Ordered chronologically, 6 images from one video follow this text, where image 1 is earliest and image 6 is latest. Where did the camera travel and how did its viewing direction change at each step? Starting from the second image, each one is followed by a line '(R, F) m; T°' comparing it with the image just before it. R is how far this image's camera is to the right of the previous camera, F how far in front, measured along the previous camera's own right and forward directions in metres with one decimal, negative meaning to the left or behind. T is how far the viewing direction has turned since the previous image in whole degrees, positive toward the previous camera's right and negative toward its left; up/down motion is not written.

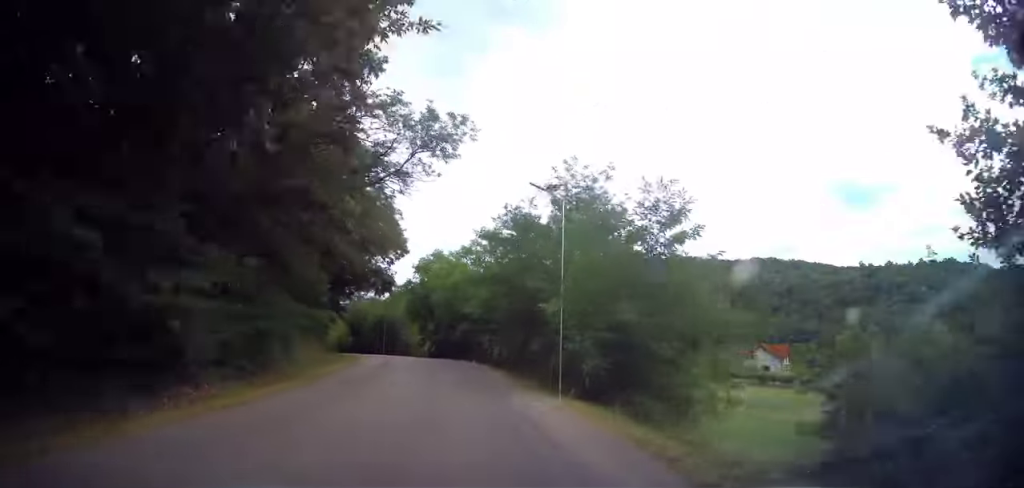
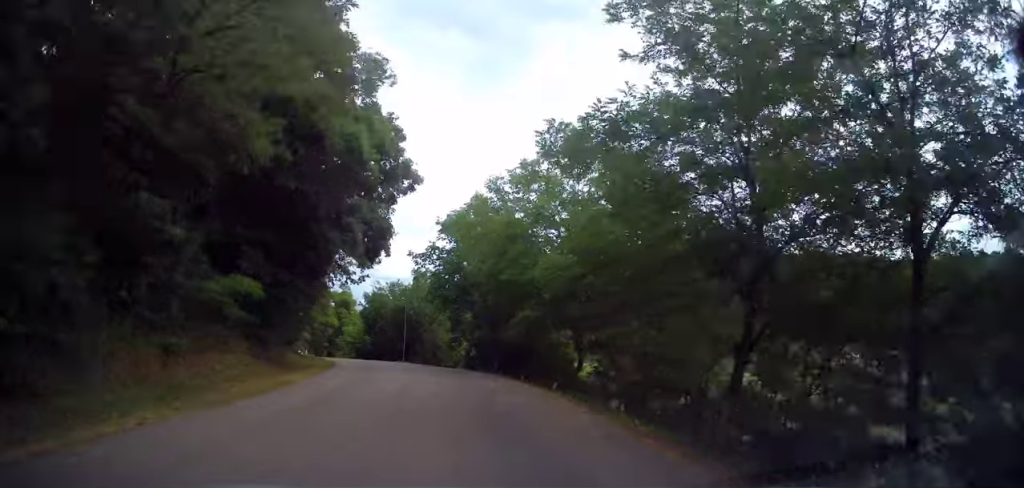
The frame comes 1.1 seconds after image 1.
(-0.6, +18.4) m; -4°
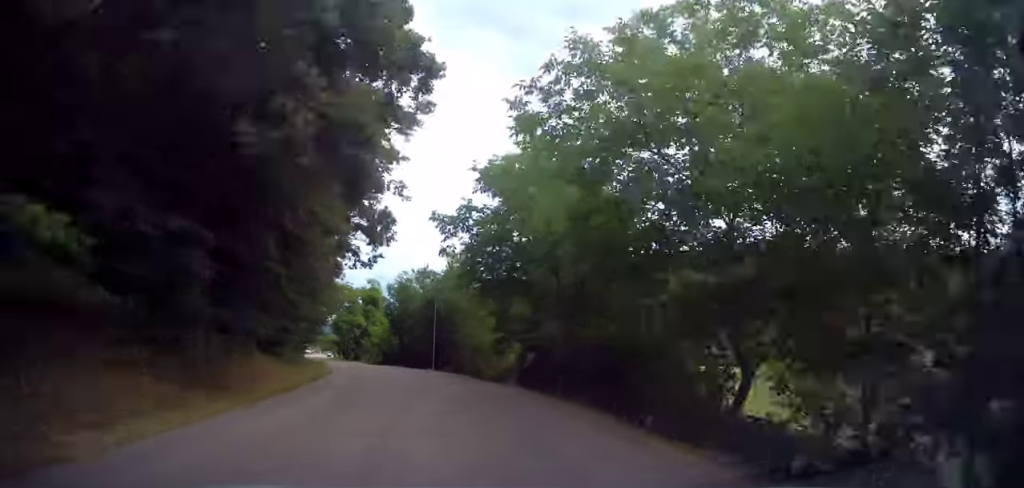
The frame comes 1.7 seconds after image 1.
(-0.1, +10.0) m; -4°
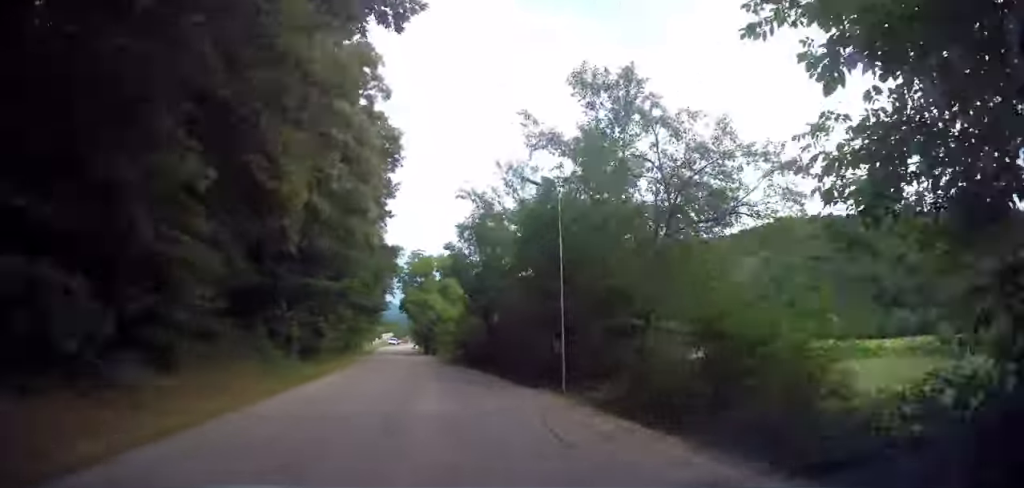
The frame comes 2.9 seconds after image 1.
(-1.8, +20.7) m; -10°
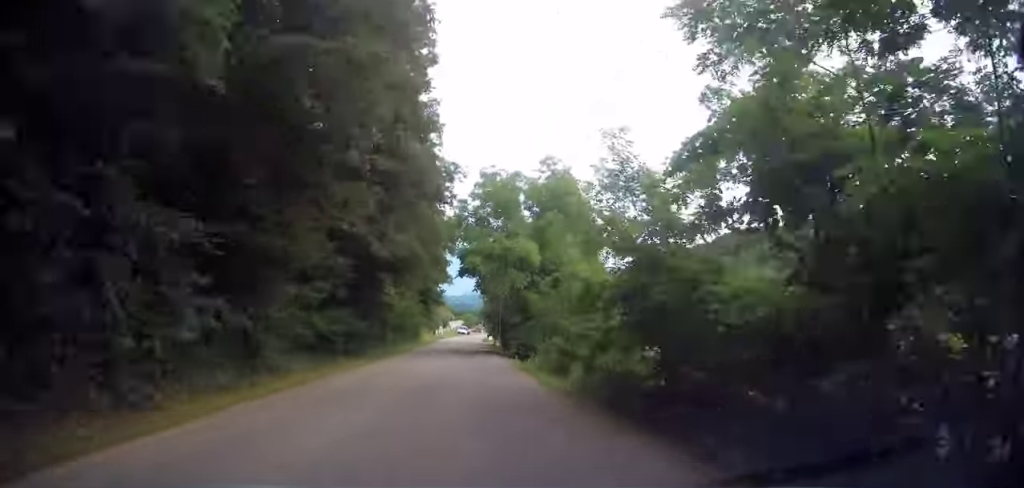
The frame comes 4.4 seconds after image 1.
(-1.6, +25.0) m; -5°
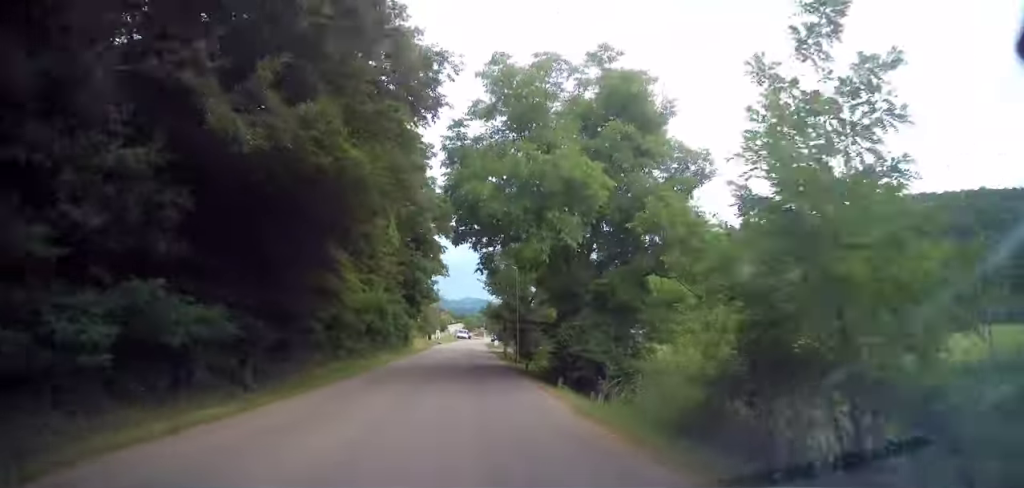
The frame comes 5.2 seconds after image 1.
(-0.2, +13.1) m; -2°
